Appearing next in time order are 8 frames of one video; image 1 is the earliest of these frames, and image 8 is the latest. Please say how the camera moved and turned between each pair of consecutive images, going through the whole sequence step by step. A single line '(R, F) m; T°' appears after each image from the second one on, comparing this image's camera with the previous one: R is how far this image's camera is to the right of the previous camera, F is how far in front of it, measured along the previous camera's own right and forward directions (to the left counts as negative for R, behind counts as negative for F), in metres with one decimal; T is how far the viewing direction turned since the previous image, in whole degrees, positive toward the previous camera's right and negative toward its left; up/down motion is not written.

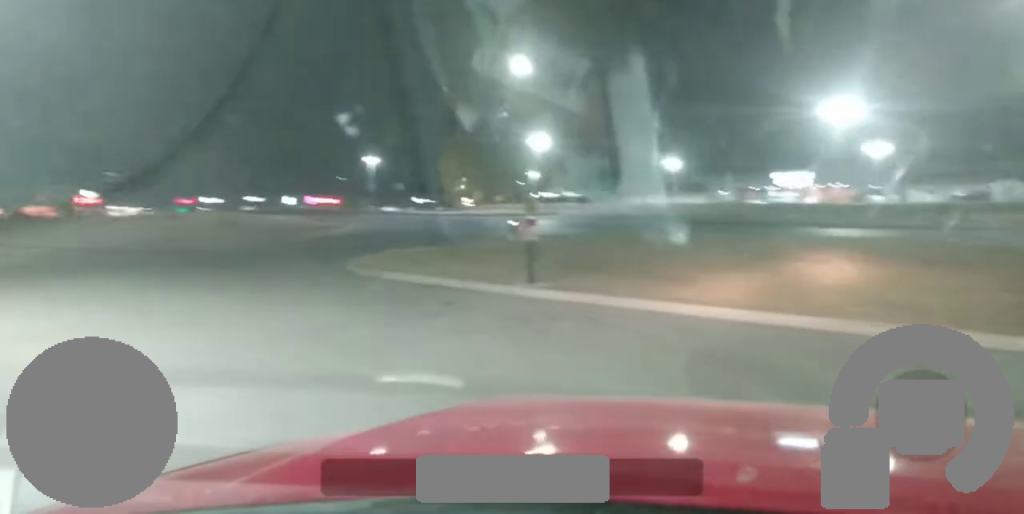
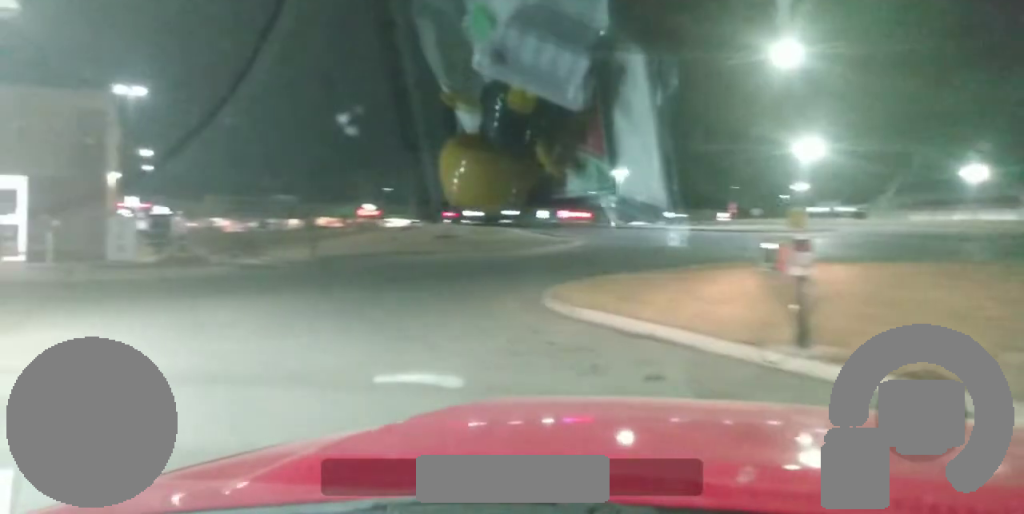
(-0.3, +5.8) m; -9°
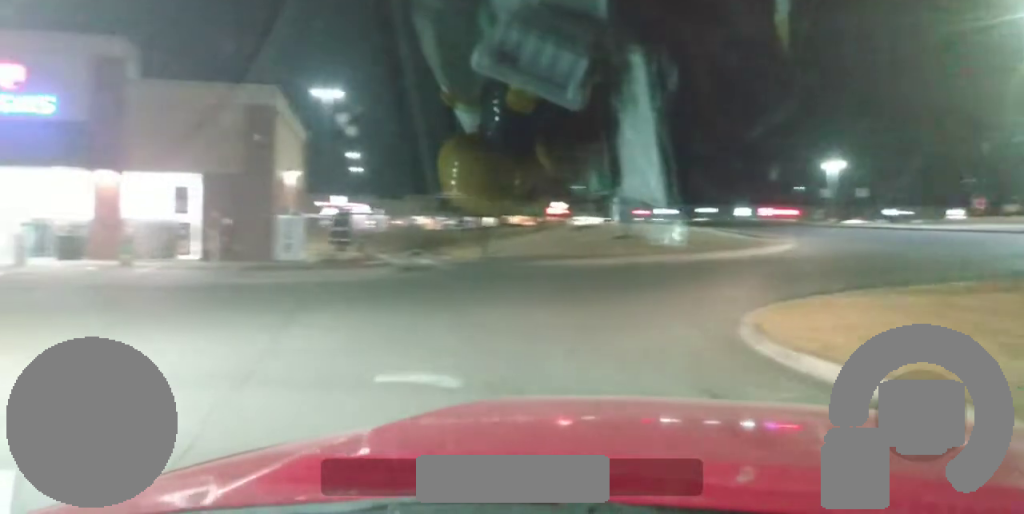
(-0.4, +3.9) m; -34°
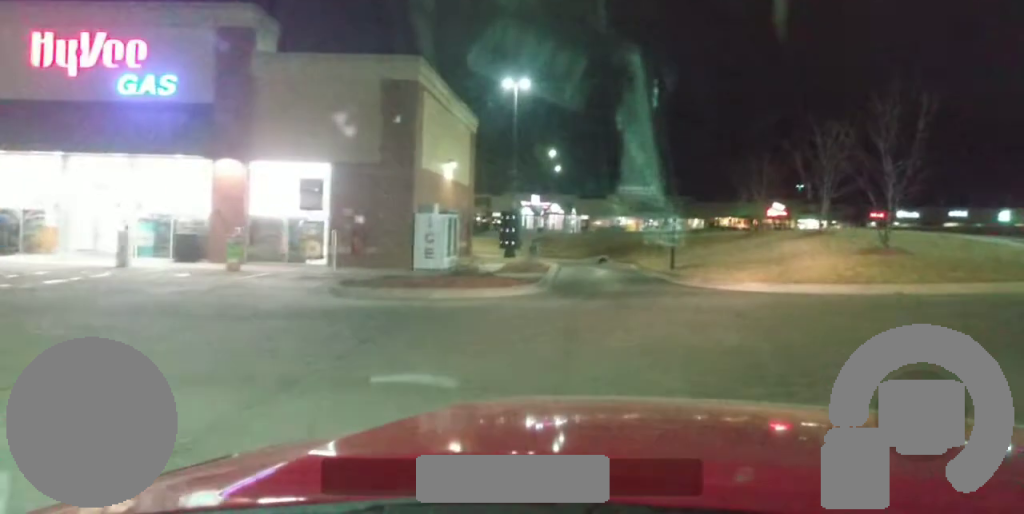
(-3.4, +6.9) m; -23°
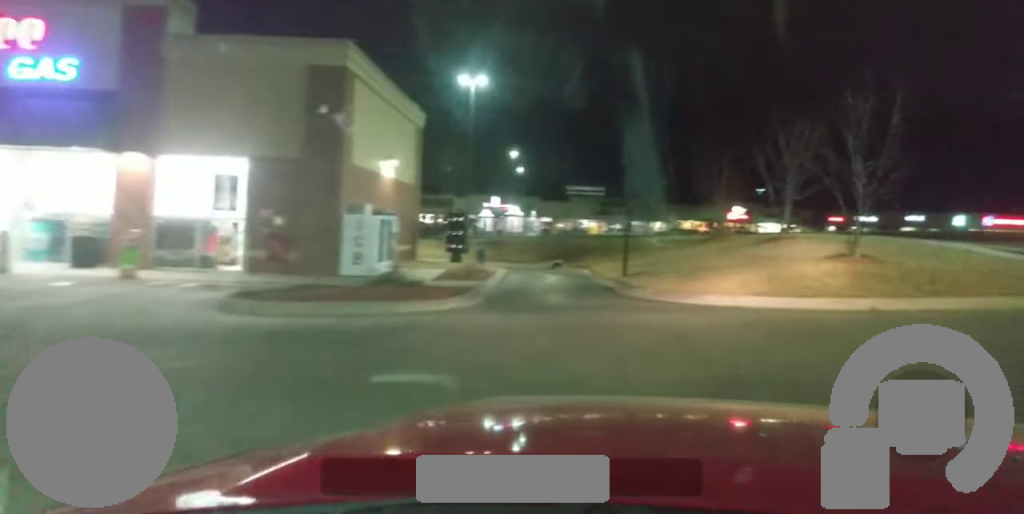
(+0.3, +2.4) m; +7°
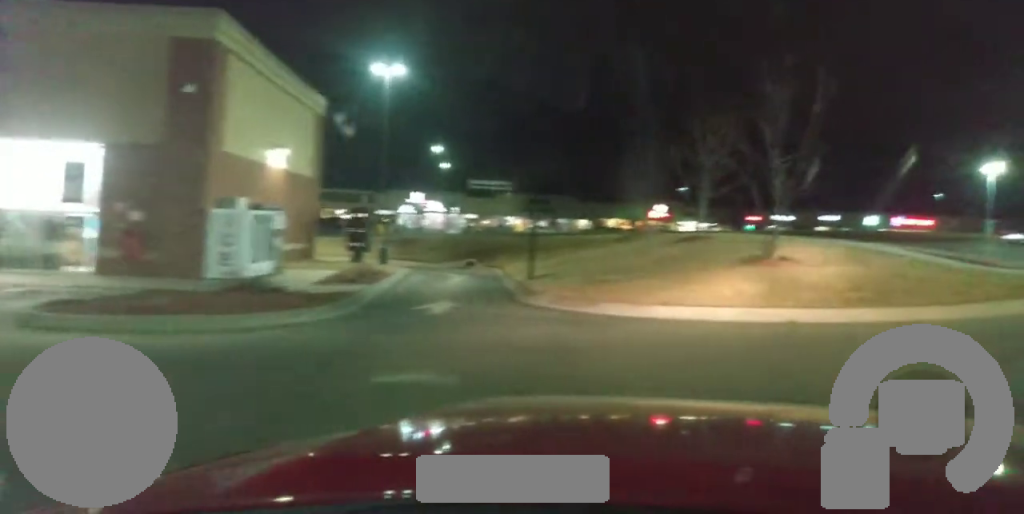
(+0.1, +2.1) m; +5°
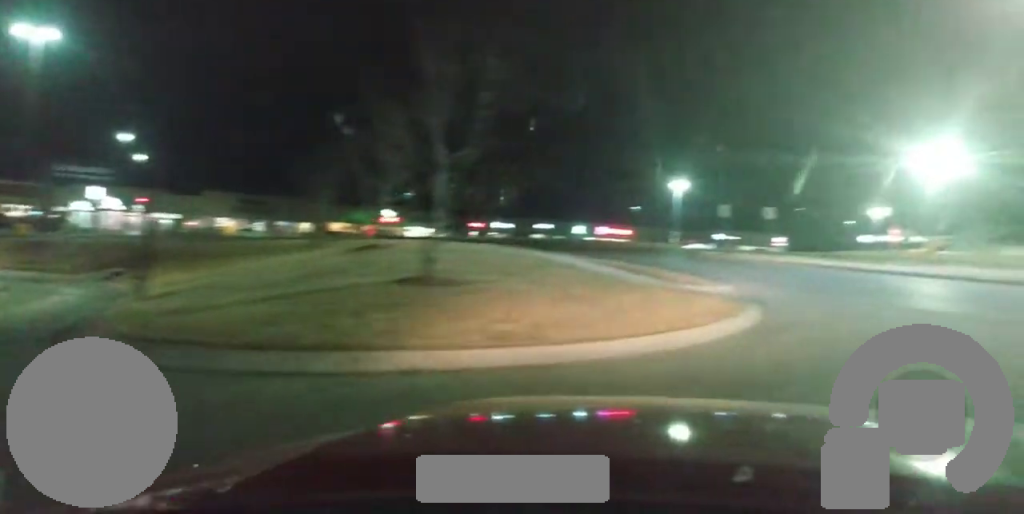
(+0.3, +3.6) m; +13°
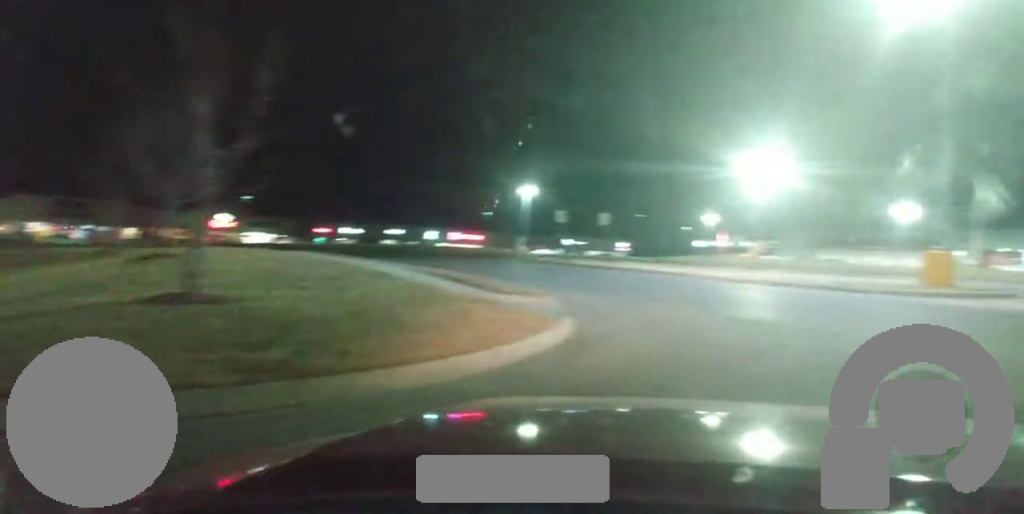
(0.0, +1.4) m; +8°
